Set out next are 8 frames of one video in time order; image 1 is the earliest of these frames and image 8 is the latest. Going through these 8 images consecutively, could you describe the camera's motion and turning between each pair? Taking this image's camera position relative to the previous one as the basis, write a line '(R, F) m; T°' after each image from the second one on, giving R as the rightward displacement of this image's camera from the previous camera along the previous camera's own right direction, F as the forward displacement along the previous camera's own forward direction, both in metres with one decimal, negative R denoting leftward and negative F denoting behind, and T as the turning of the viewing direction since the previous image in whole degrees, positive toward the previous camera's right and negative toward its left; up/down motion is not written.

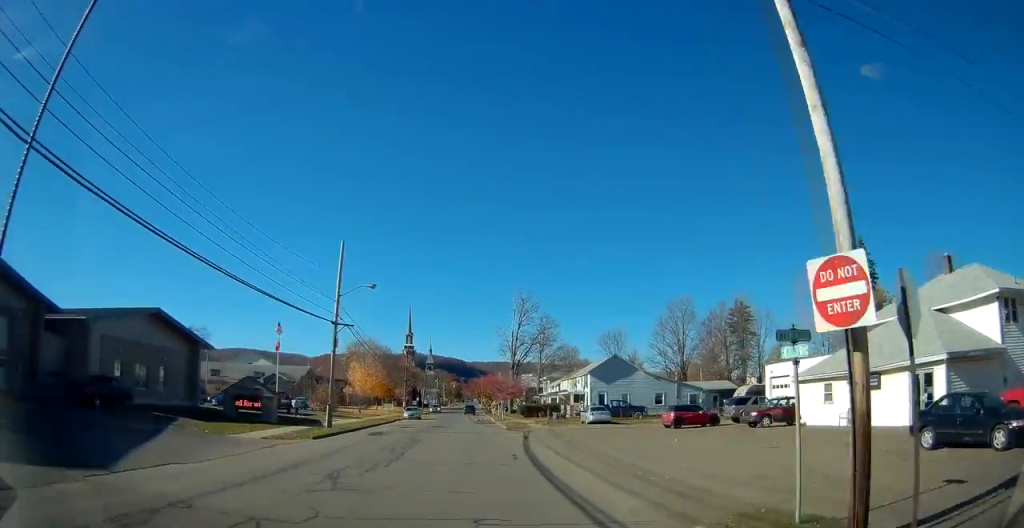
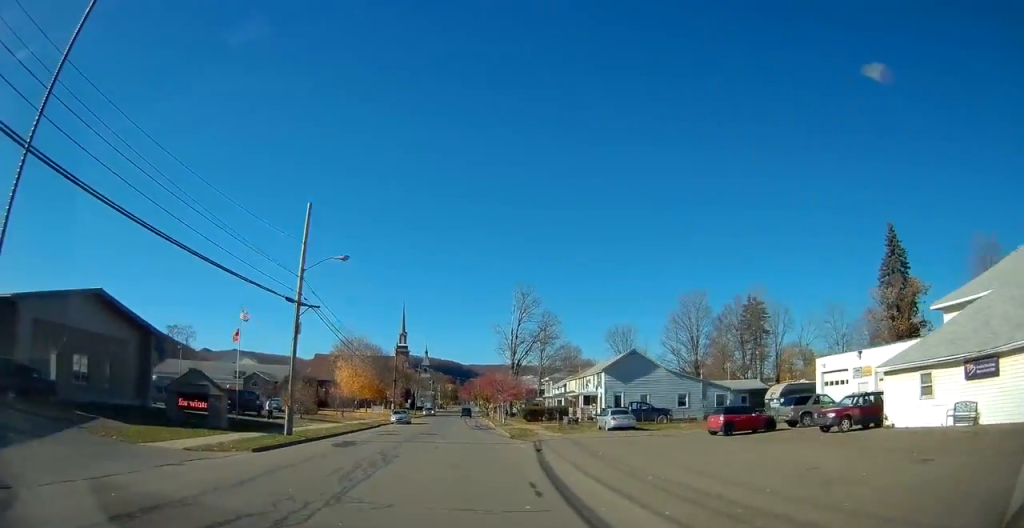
(0.0, +7.6) m; 0°
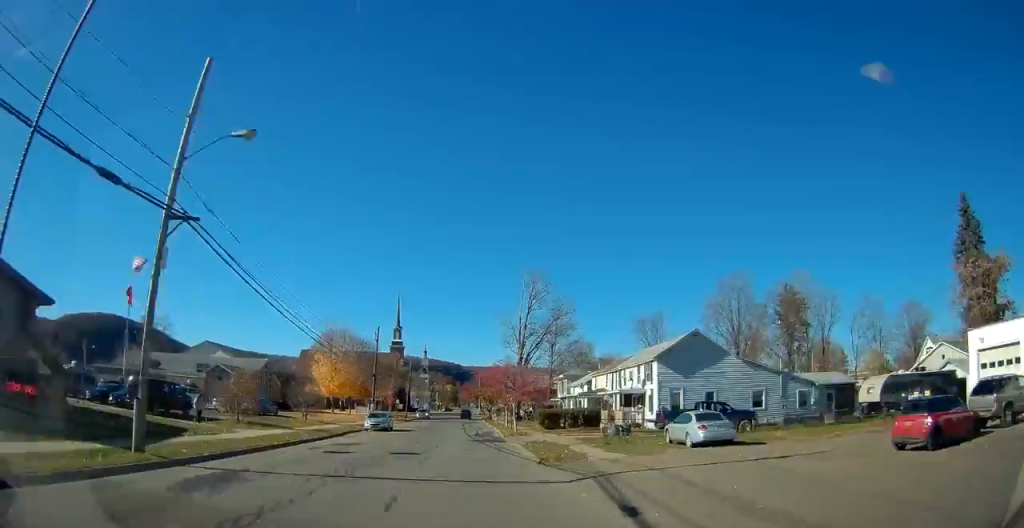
(0.0, +13.8) m; 0°
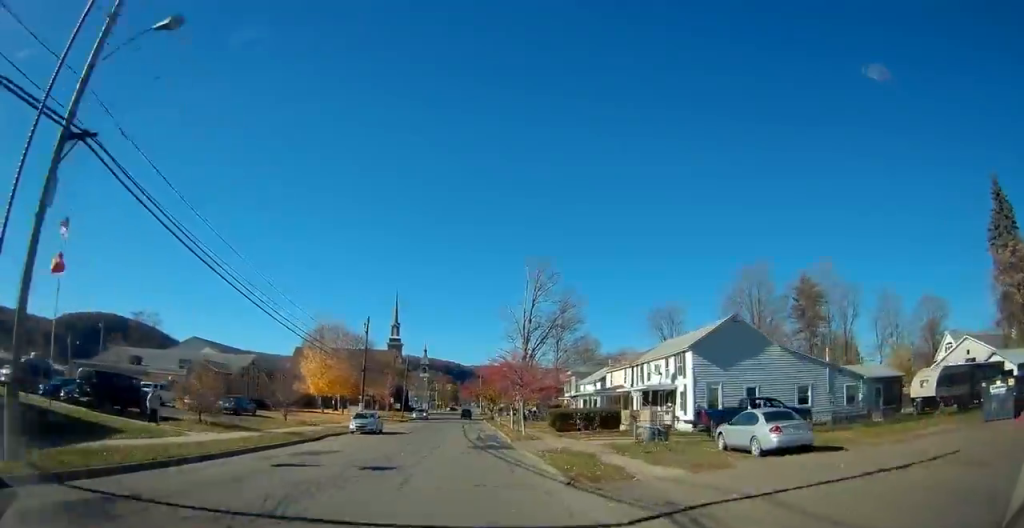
(0.0, +5.6) m; 0°
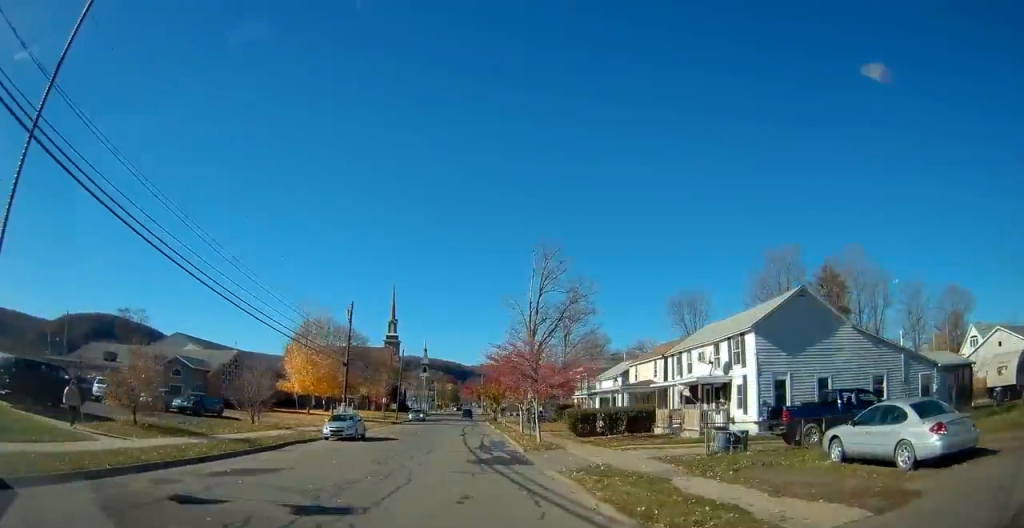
(0.0, +6.8) m; 0°
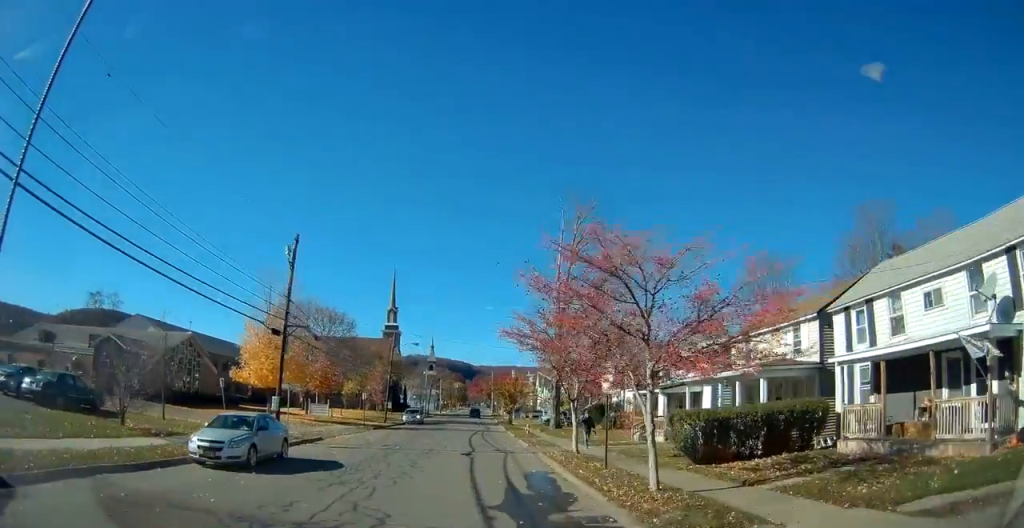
(0.0, +15.8) m; 0°
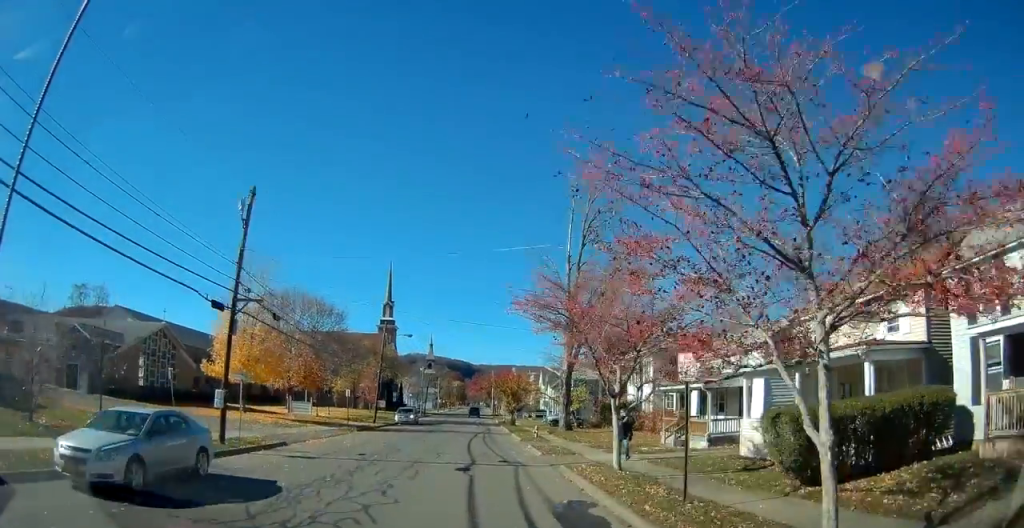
(0.0, +5.9) m; 0°
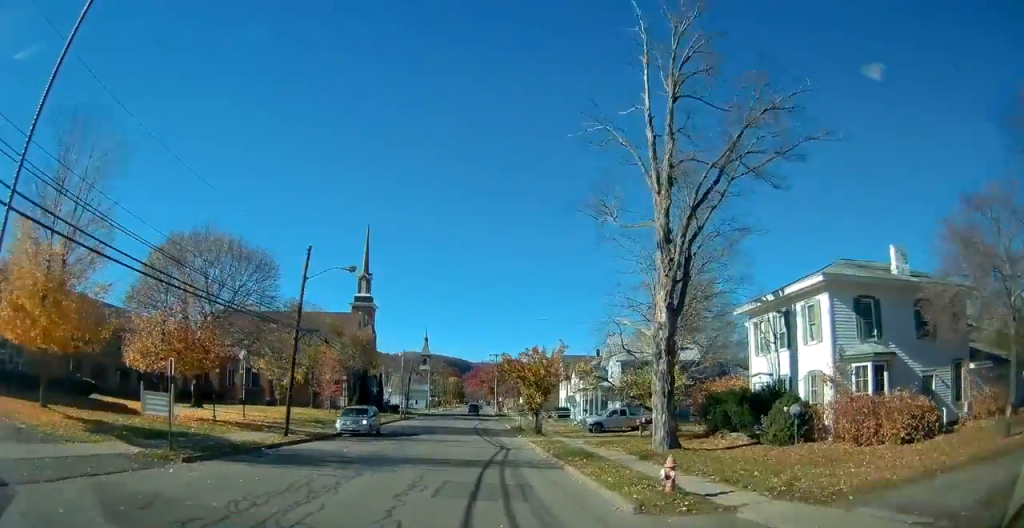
(0.0, +23.9) m; +2°
